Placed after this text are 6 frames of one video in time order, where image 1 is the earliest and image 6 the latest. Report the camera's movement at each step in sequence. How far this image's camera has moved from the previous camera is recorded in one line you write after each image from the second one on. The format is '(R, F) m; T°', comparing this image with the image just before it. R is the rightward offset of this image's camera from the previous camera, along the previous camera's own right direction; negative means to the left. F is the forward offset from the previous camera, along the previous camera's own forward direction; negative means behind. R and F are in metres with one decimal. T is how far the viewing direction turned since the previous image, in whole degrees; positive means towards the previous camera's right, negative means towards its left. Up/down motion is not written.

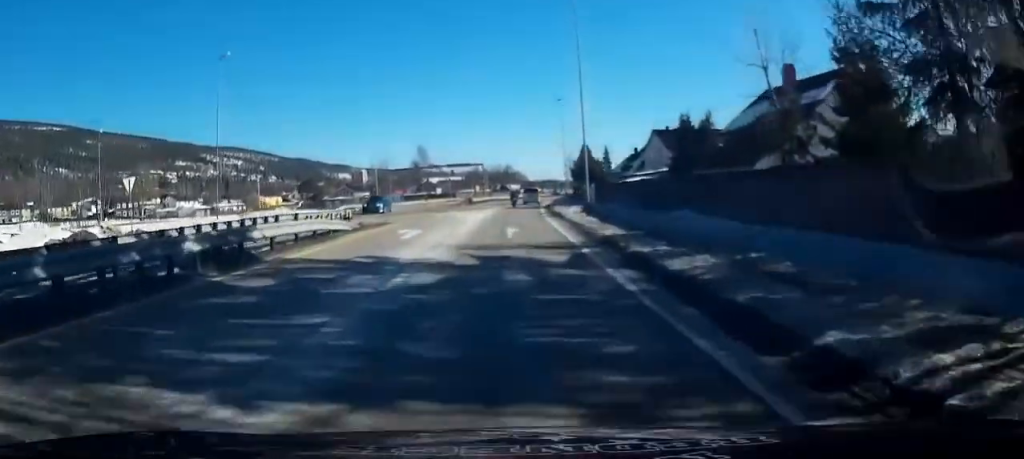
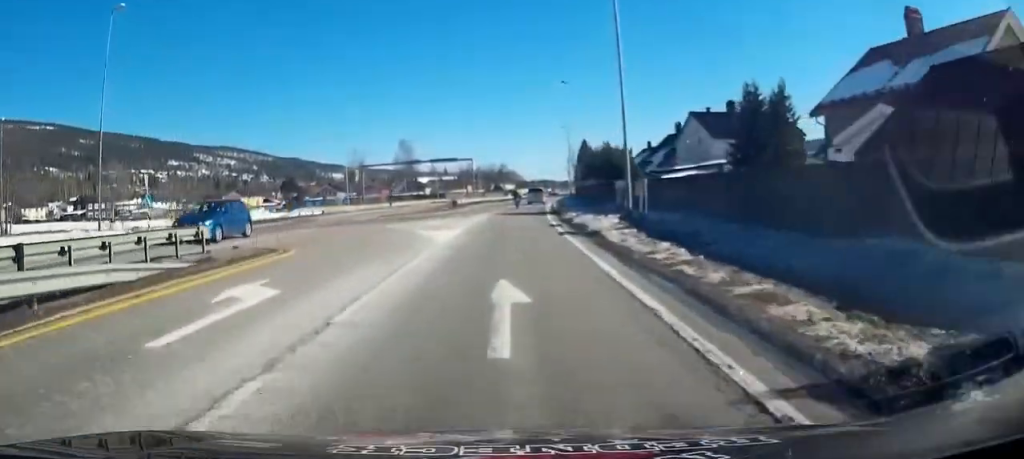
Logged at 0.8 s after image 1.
(0.0, +14.3) m; +1°
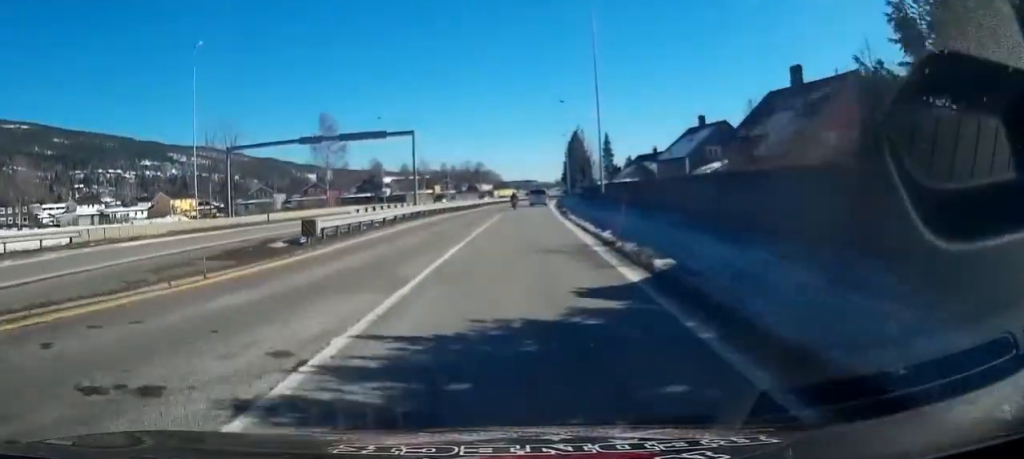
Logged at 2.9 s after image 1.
(+0.7, +35.3) m; +2°
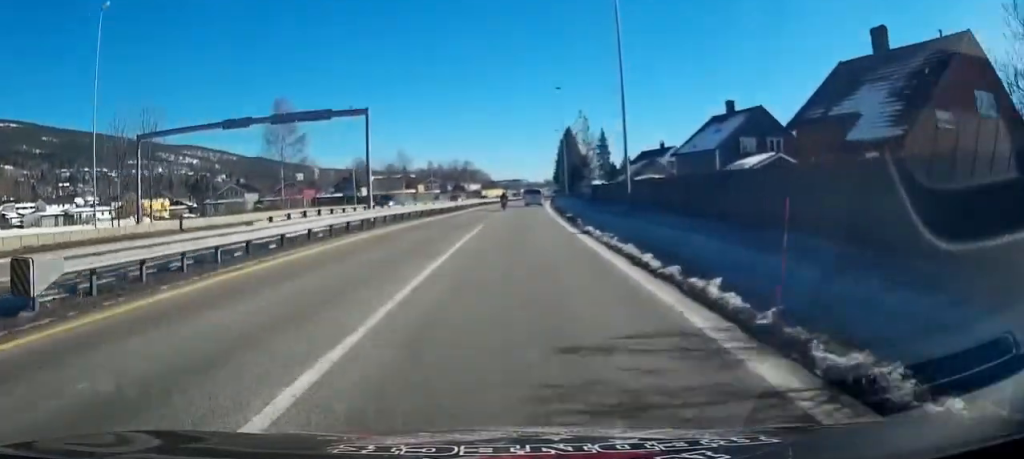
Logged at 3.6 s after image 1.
(-0.2, +10.9) m; +1°
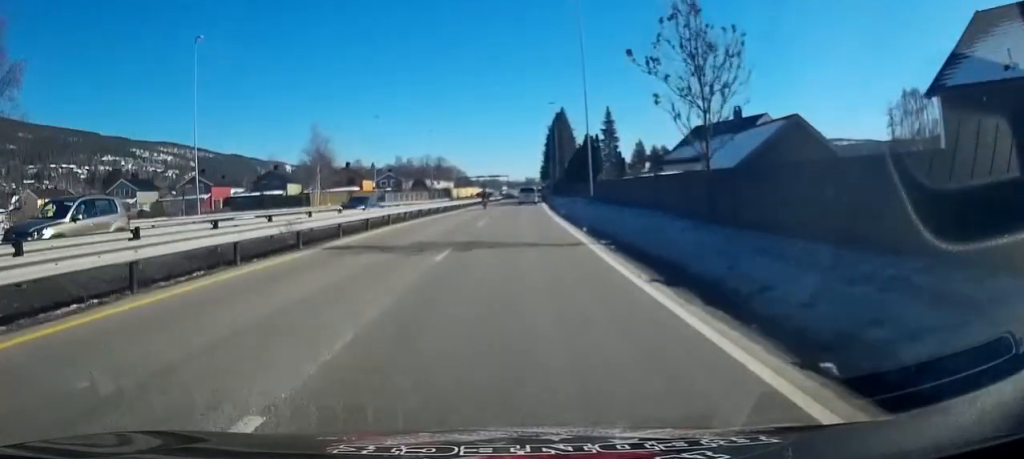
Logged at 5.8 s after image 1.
(+1.9, +36.1) m; +3°
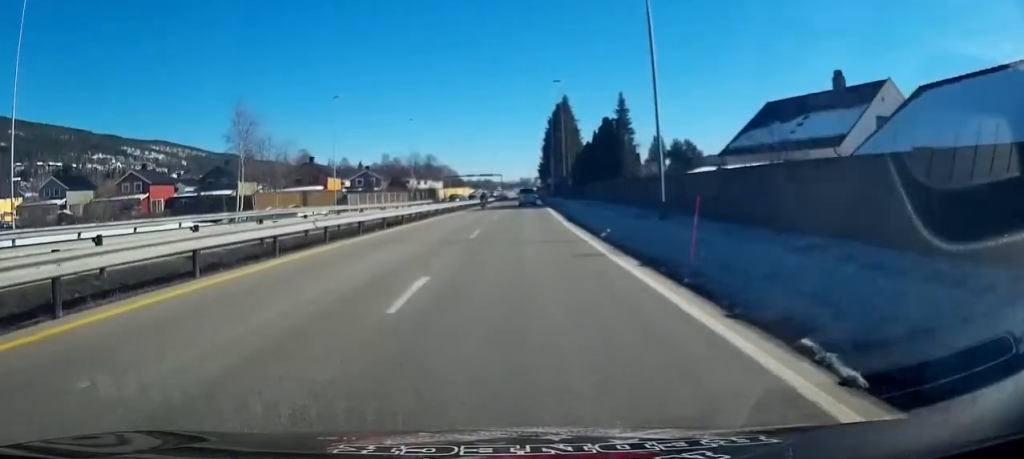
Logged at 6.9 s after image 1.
(+0.1, +17.8) m; +1°
